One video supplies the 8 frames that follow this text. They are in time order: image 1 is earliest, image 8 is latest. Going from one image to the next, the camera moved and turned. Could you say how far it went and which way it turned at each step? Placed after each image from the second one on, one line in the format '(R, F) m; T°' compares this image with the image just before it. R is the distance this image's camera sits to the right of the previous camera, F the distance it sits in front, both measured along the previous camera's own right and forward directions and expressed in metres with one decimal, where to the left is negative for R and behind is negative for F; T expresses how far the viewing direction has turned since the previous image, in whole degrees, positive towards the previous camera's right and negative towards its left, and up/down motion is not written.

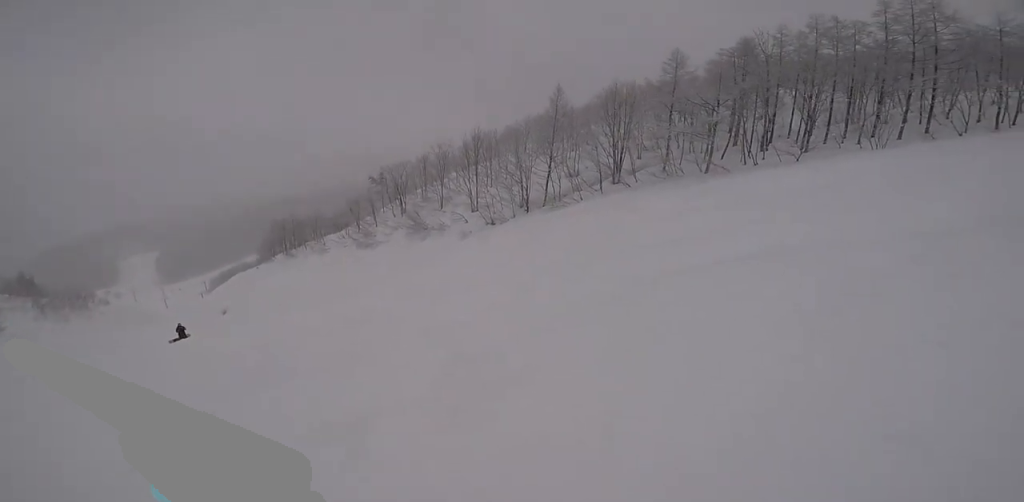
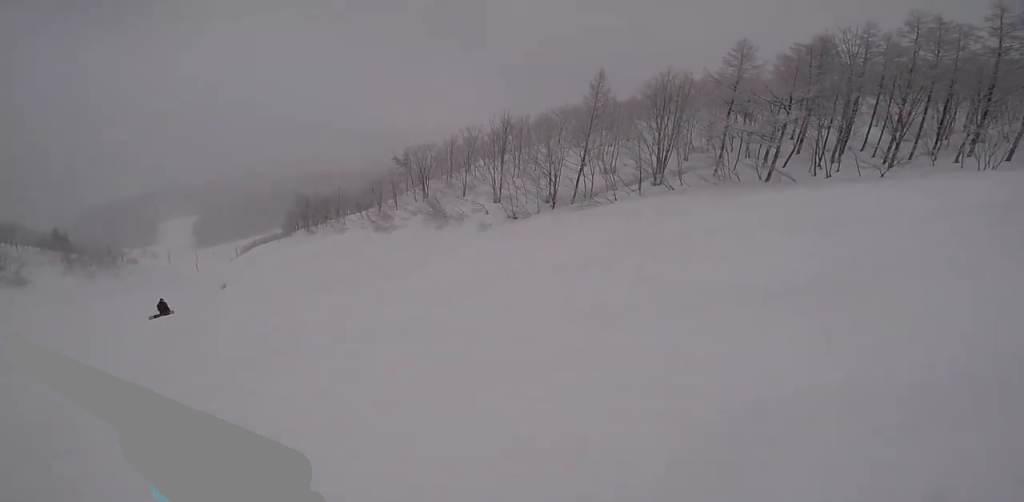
(-0.1, +3.0) m; +11°
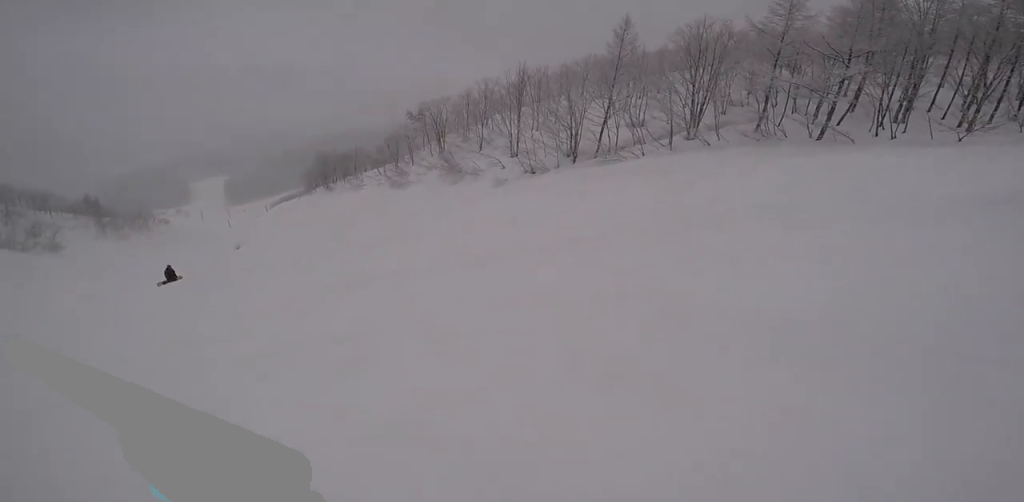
(+0.1, +2.1) m; -1°
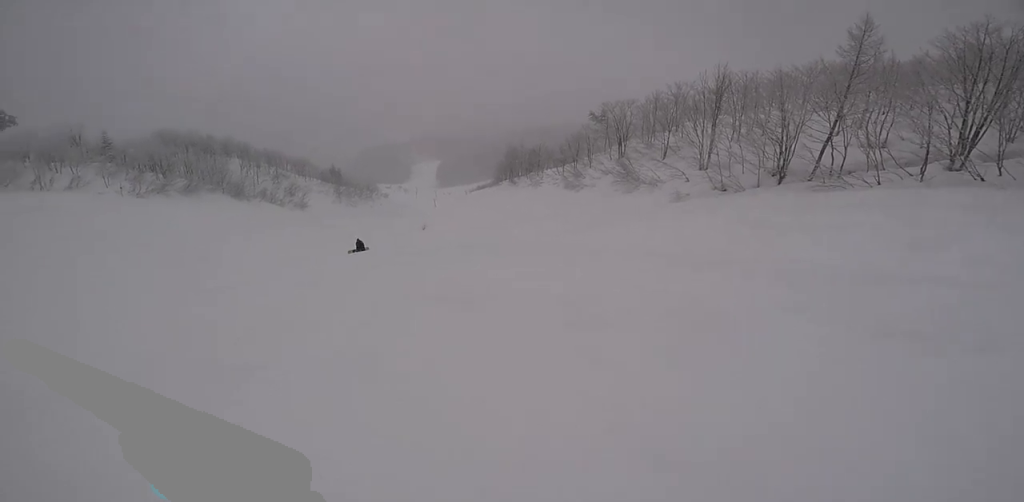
(+1.0, +2.6) m; -14°
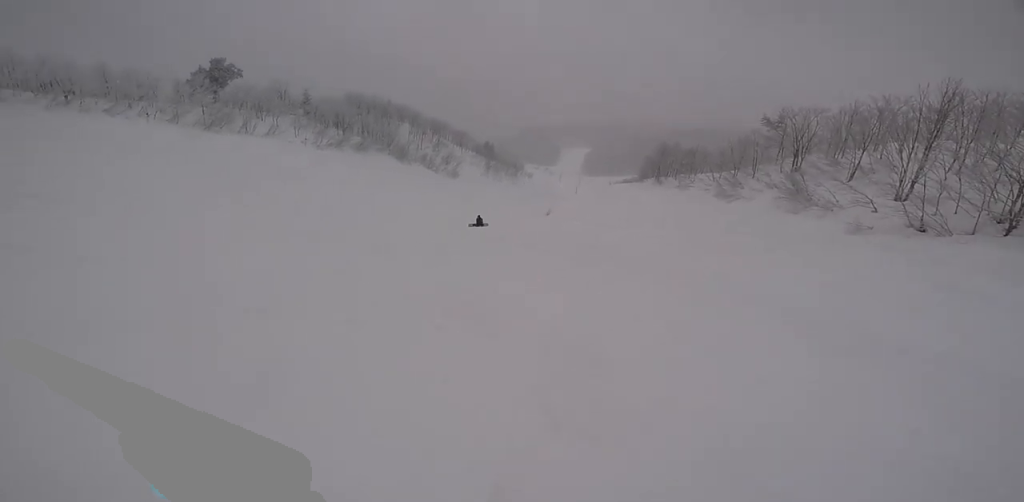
(-1.3, +2.3) m; -38°
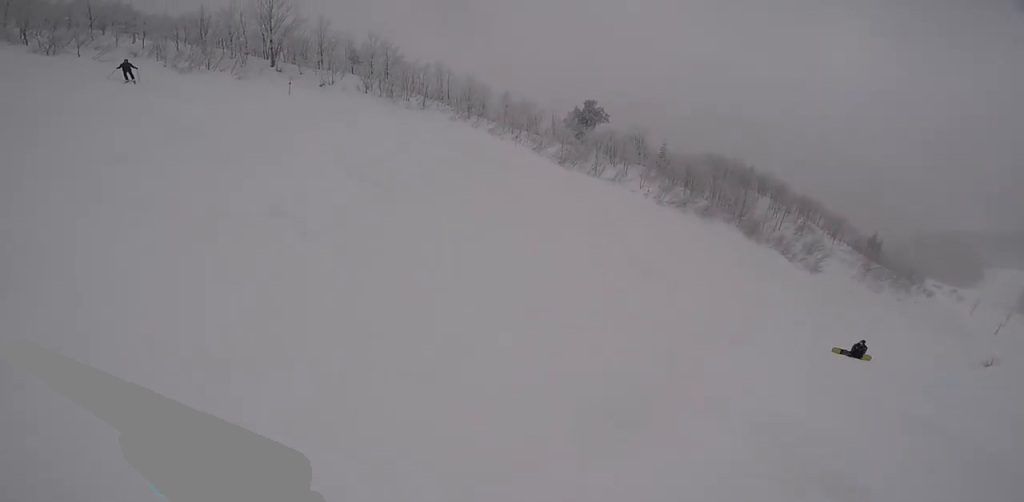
(-6.2, +5.2) m; -67°
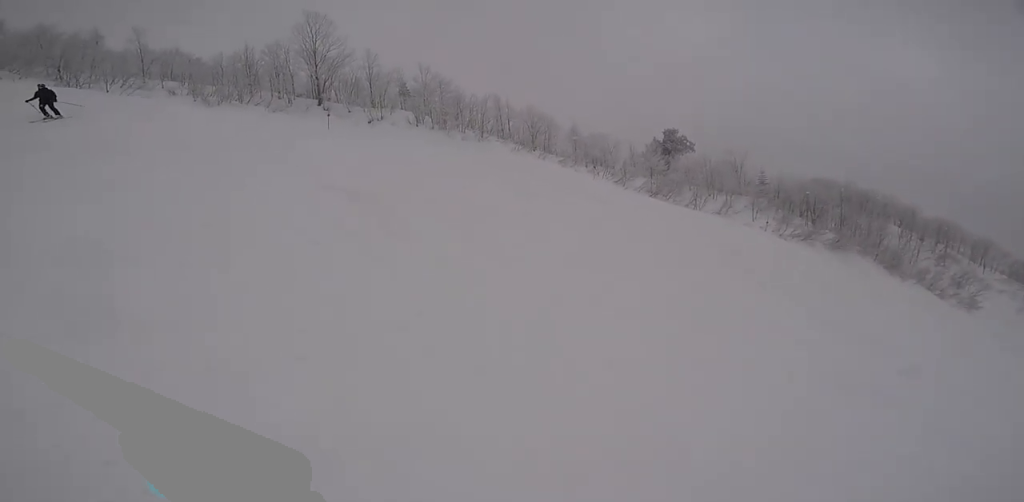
(+0.4, +6.1) m; -1°
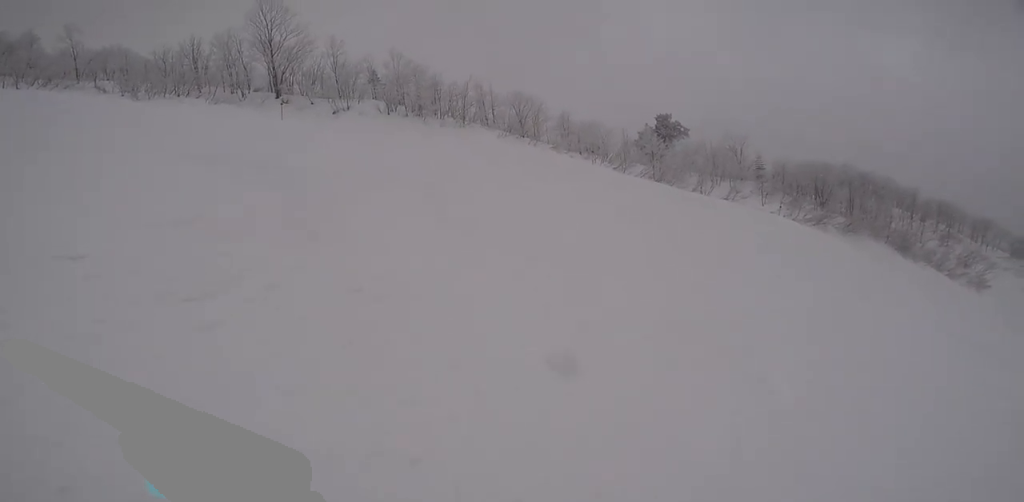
(-0.6, +2.6) m; -5°
